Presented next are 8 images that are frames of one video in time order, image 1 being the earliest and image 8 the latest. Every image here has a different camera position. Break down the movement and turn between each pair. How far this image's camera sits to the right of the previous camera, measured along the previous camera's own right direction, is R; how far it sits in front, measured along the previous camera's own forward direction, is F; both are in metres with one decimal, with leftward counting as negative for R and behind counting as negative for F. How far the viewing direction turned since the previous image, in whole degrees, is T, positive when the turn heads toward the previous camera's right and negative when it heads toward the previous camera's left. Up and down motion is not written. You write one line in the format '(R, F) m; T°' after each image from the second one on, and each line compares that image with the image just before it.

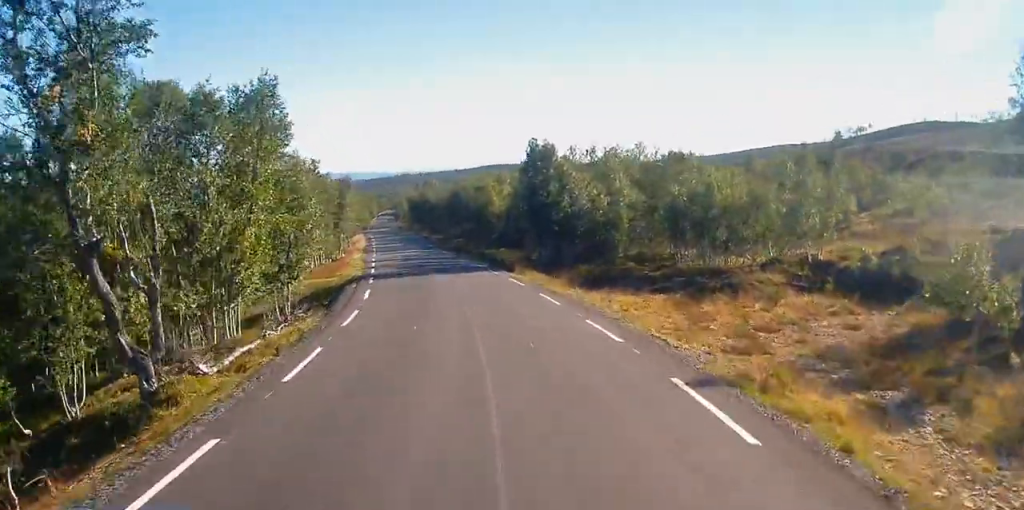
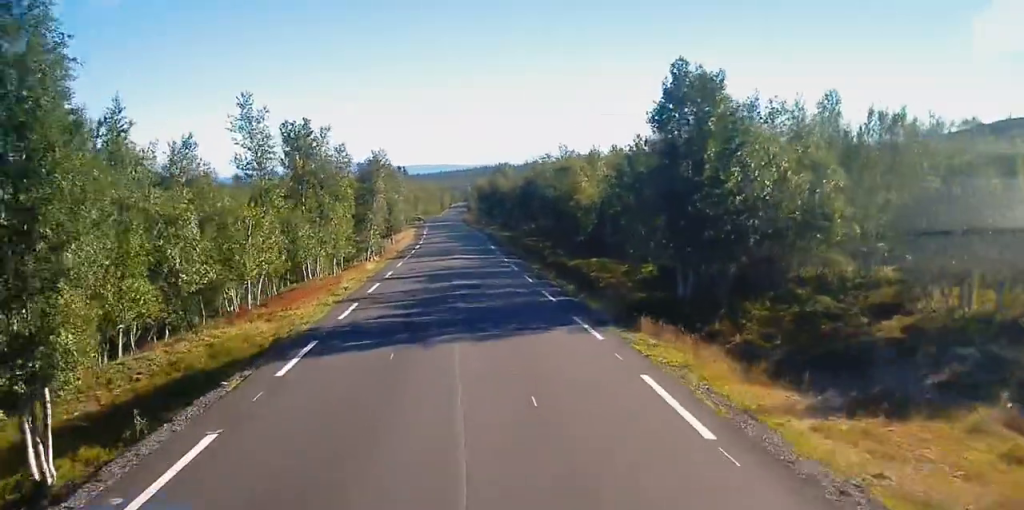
(-0.8, +17.9) m; -6°
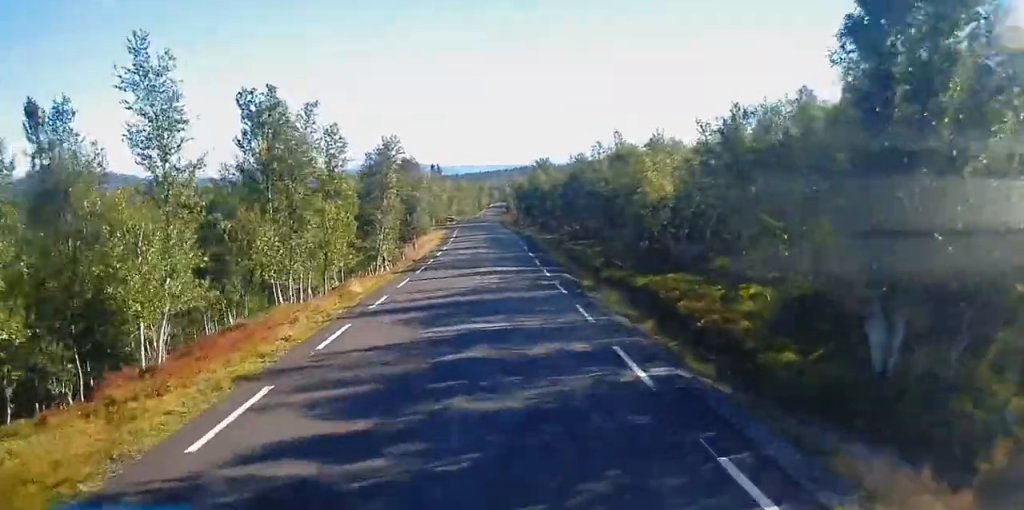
(-0.4, +9.7) m; -3°
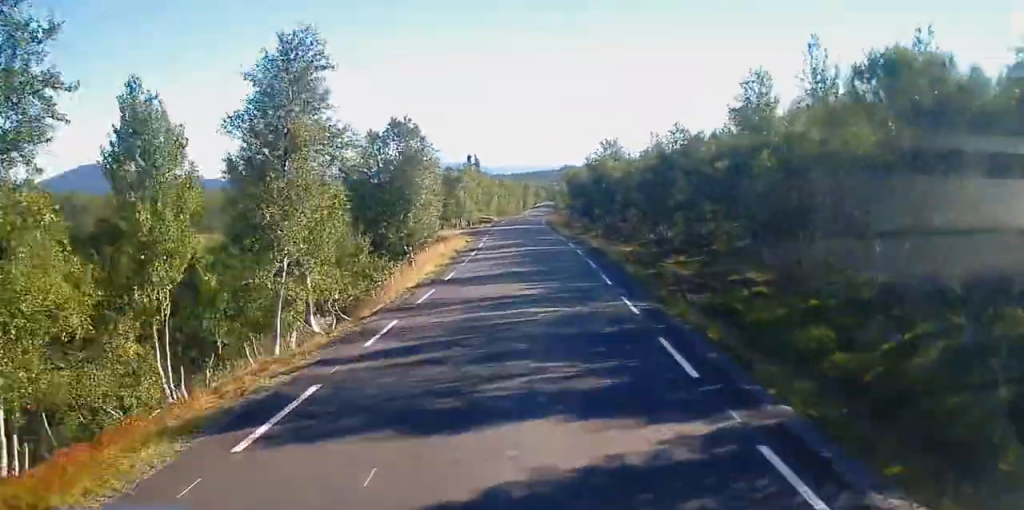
(-0.2, +24.0) m; -1°
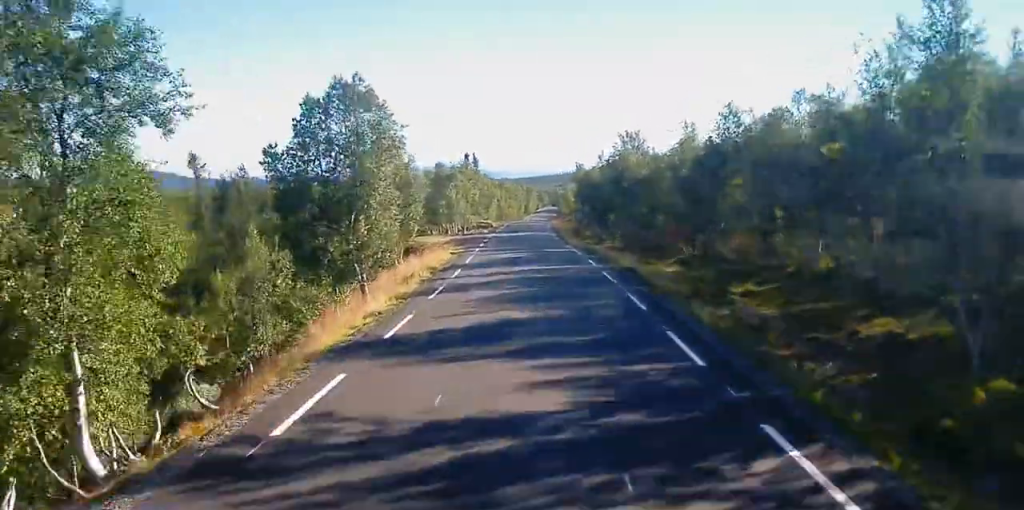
(0.0, +11.5) m; 0°
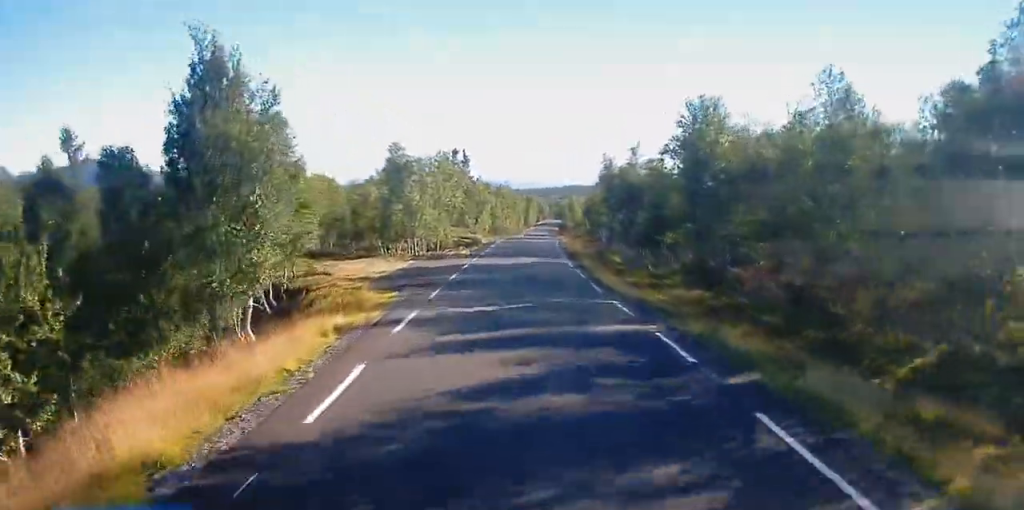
(+0.1, +23.6) m; 0°
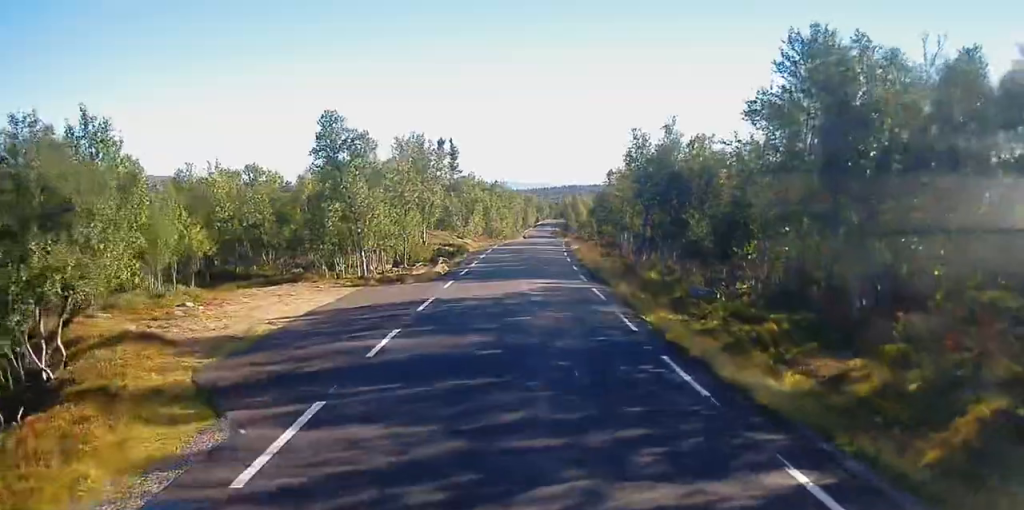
(0.0, +14.0) m; 0°
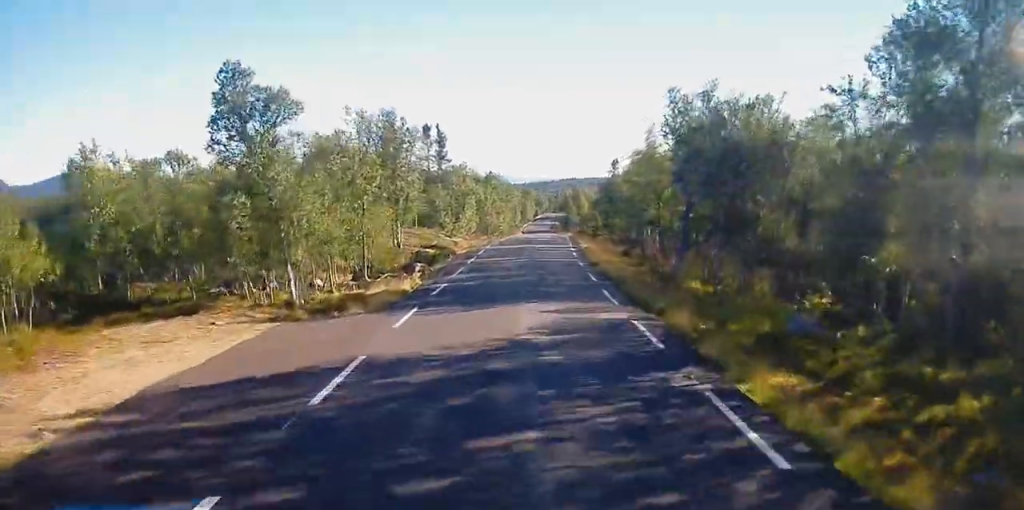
(0.0, +9.4) m; 0°
